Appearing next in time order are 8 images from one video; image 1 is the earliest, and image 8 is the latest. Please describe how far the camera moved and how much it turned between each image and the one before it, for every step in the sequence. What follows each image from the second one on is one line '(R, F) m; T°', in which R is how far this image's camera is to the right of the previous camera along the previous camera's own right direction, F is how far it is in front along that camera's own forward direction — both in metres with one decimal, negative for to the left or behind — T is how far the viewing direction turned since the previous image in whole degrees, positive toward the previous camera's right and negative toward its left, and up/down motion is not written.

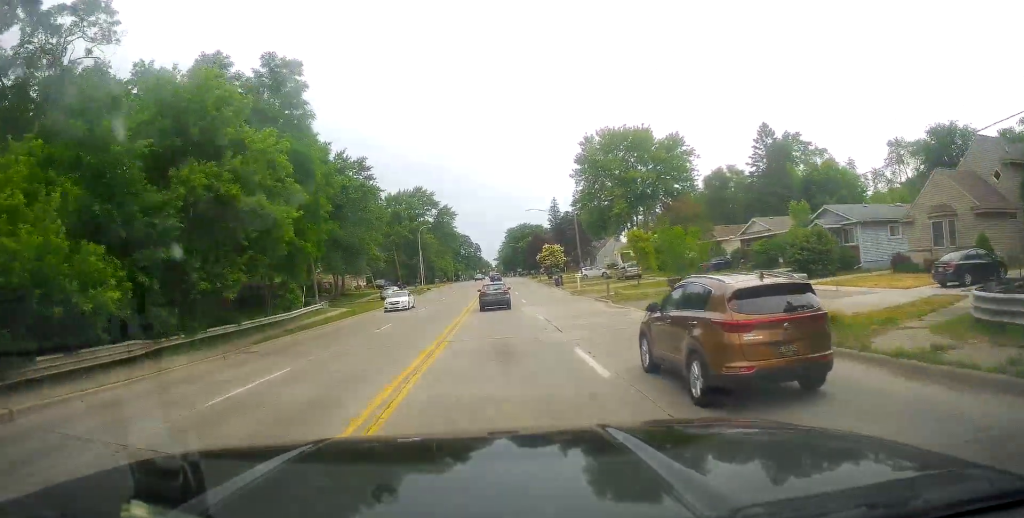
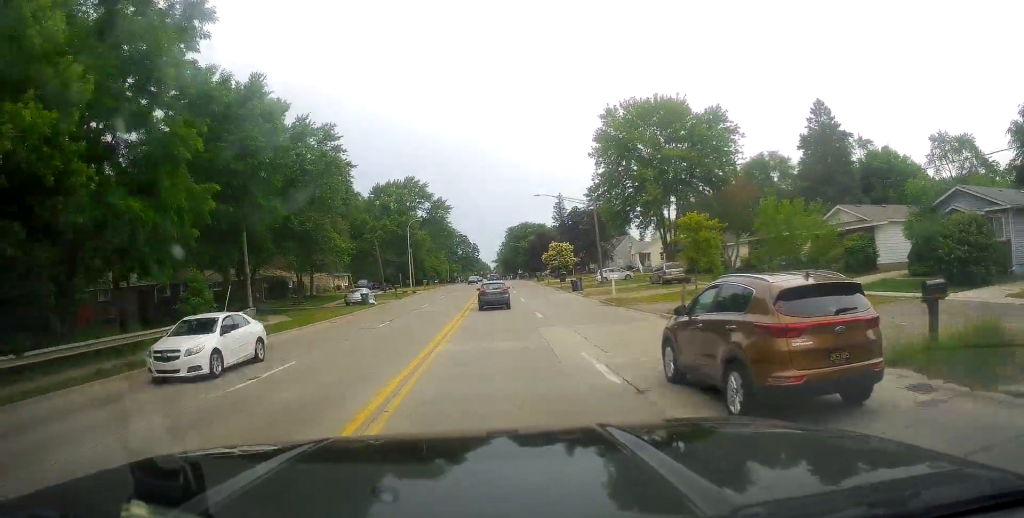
(+0.2, +14.2) m; -1°
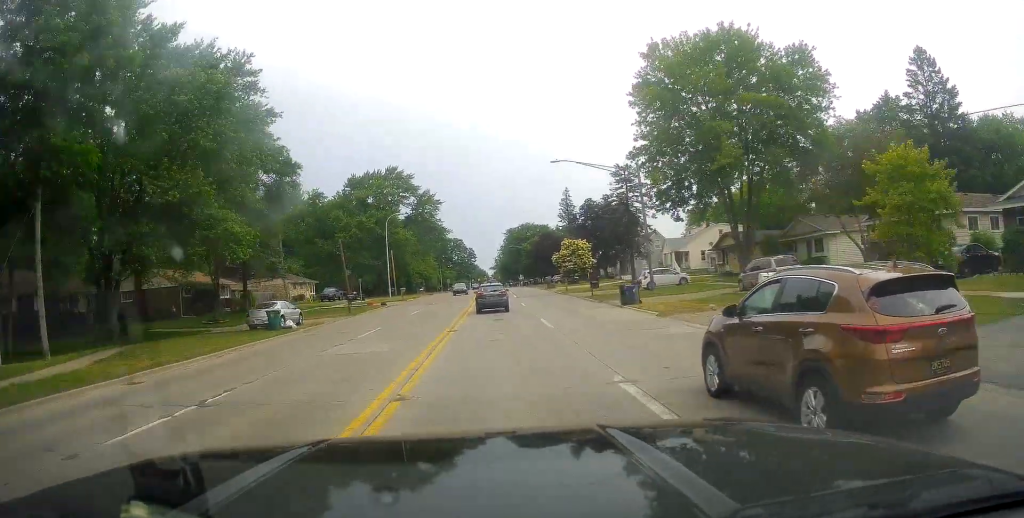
(-0.6, +19.4) m; 0°
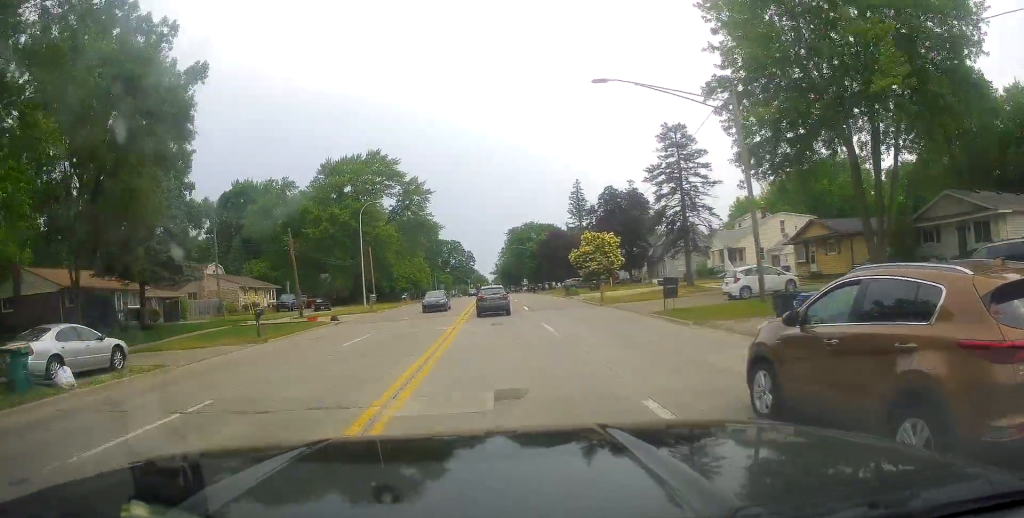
(+0.6, +17.0) m; +1°
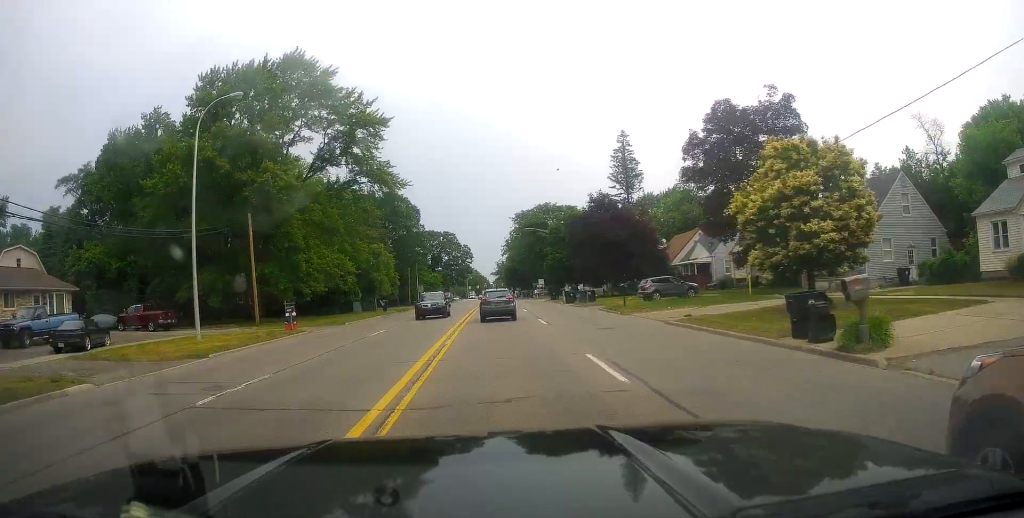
(-0.3, +41.3) m; -1°
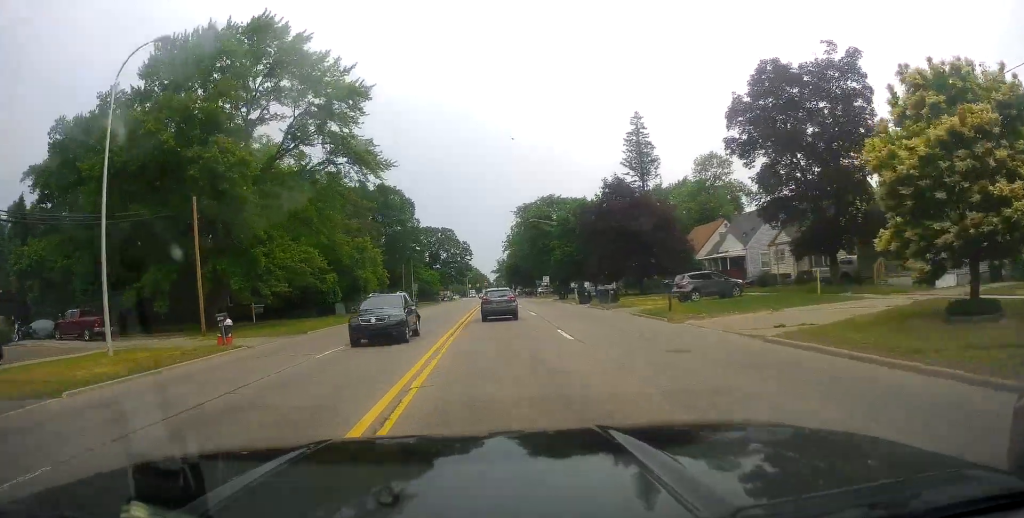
(-0.4, +8.0) m; 0°
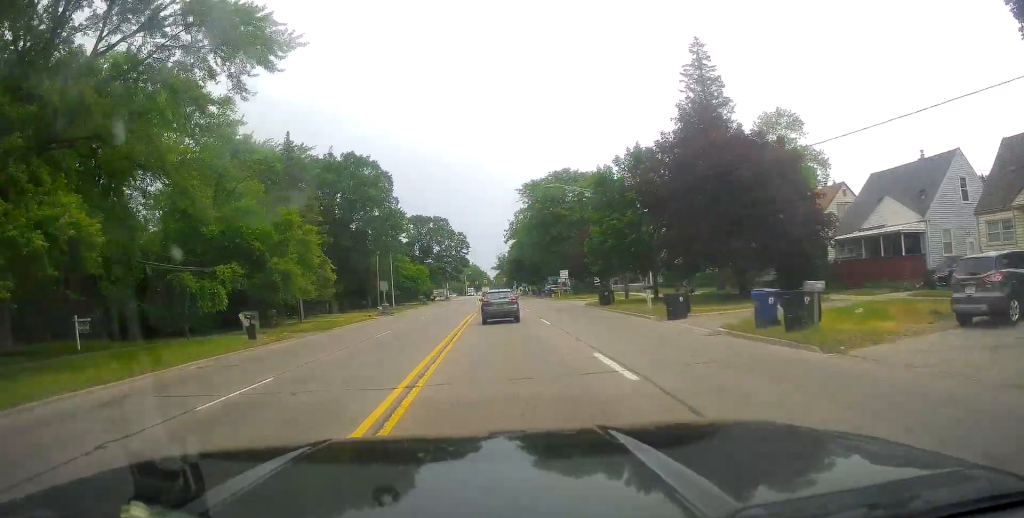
(+0.4, +23.2) m; 0°
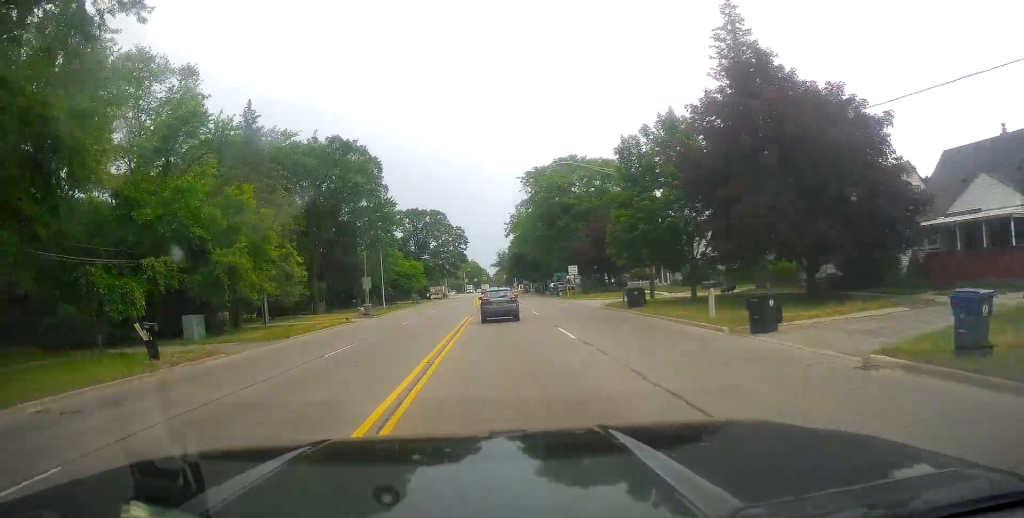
(-0.2, +7.8) m; 0°
